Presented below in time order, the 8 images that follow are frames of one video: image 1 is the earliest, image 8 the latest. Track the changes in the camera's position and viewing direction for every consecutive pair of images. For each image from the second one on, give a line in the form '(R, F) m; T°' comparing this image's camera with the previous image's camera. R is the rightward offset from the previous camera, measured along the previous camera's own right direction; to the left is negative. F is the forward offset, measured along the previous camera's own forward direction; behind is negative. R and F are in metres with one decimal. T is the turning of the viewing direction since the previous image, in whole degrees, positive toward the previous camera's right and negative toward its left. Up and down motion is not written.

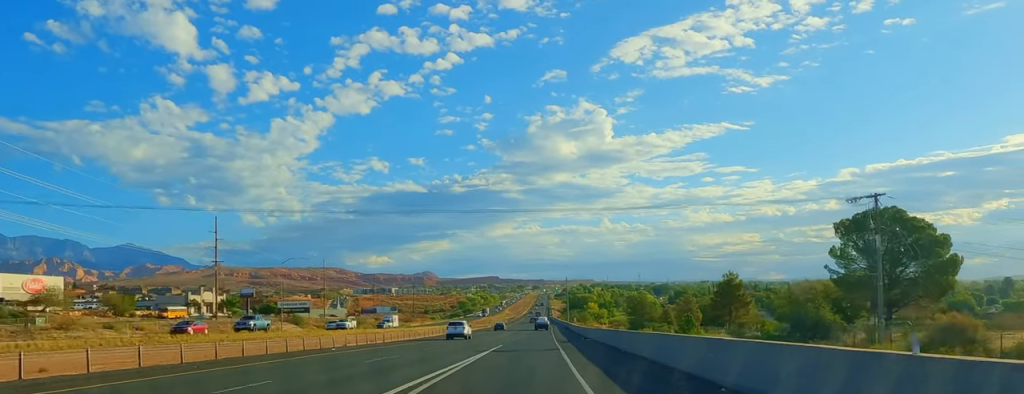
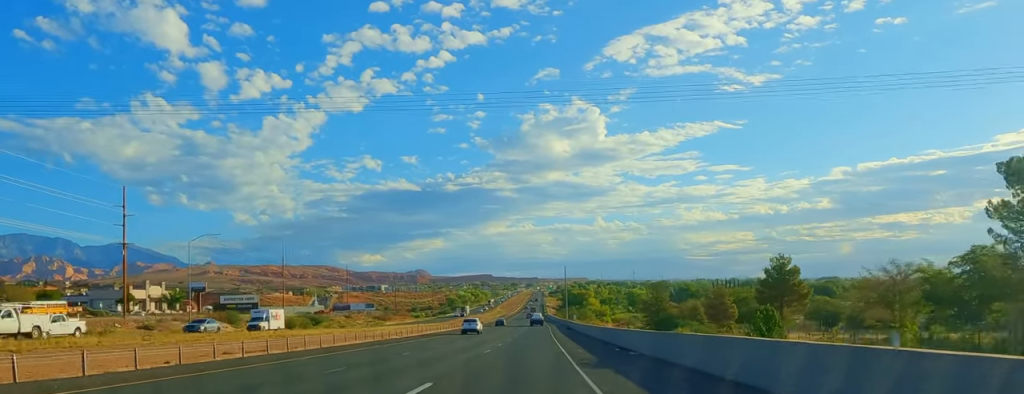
(-0.3, +32.5) m; +1°
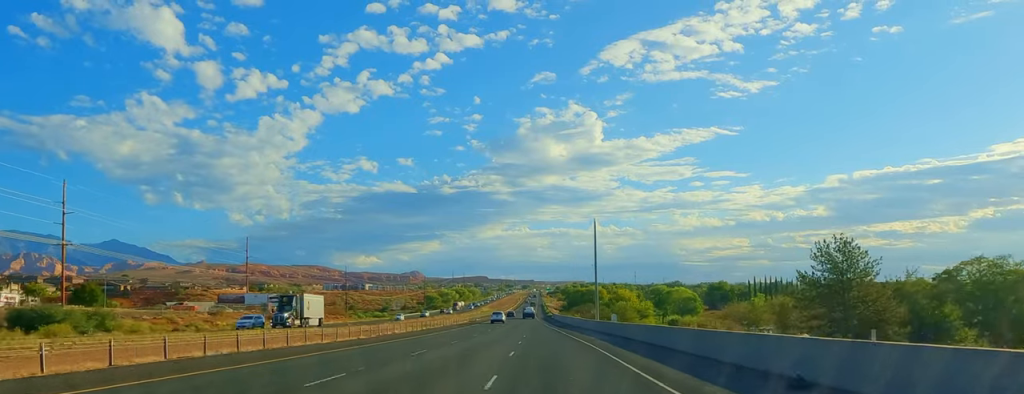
(+1.4, +94.1) m; +1°
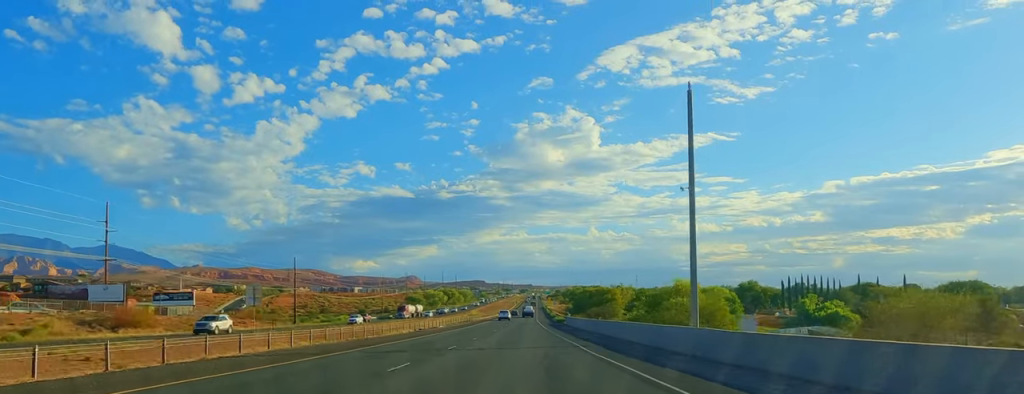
(-0.2, +58.7) m; 0°
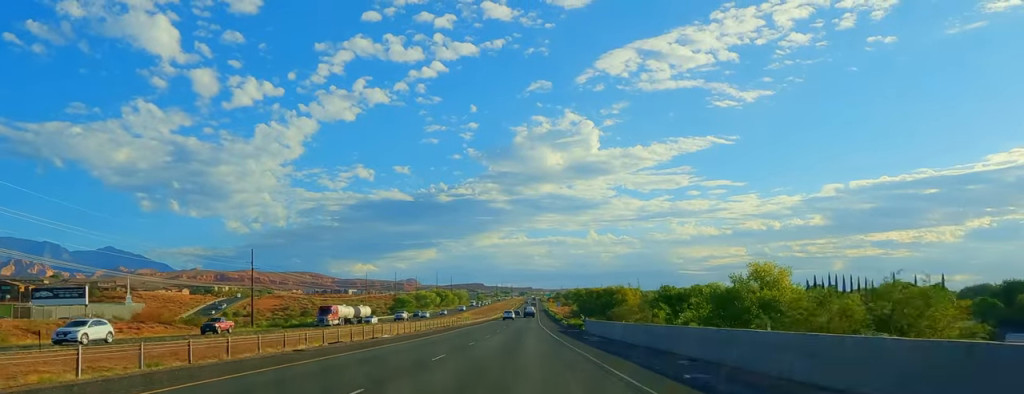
(0.0, +33.2) m; 0°
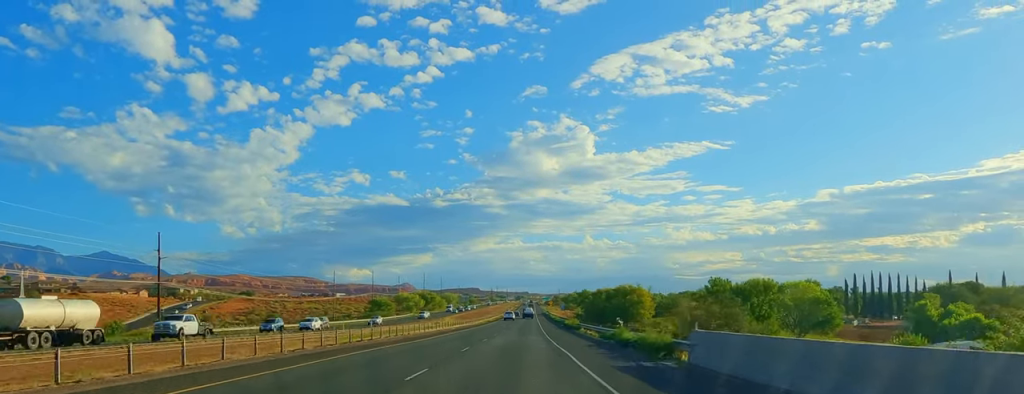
(+0.5, +44.6) m; +1°
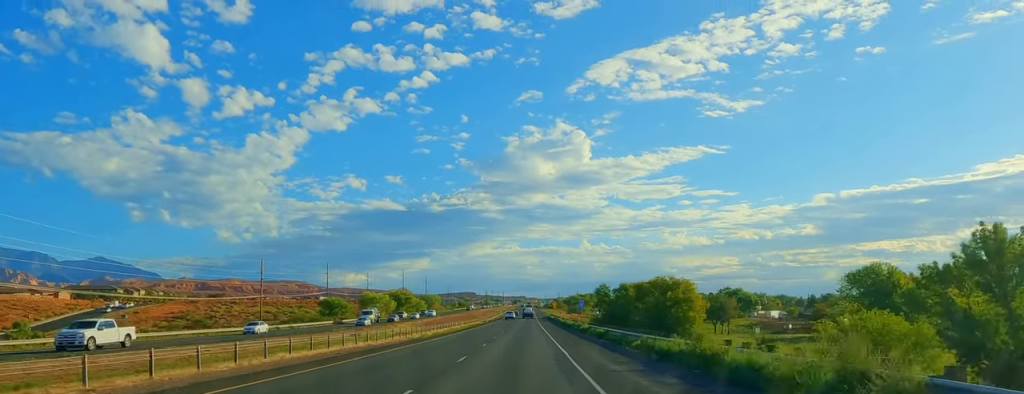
(0.0, +67.5) m; -1°
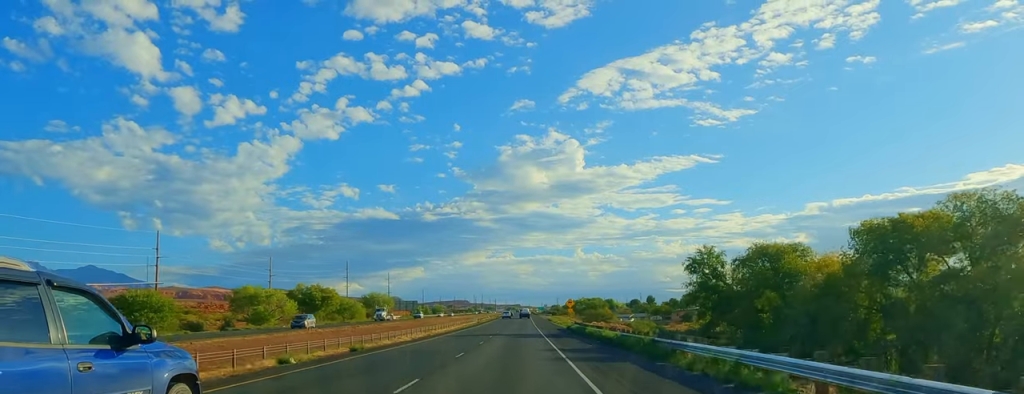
(-0.9, +110.8) m; +1°
